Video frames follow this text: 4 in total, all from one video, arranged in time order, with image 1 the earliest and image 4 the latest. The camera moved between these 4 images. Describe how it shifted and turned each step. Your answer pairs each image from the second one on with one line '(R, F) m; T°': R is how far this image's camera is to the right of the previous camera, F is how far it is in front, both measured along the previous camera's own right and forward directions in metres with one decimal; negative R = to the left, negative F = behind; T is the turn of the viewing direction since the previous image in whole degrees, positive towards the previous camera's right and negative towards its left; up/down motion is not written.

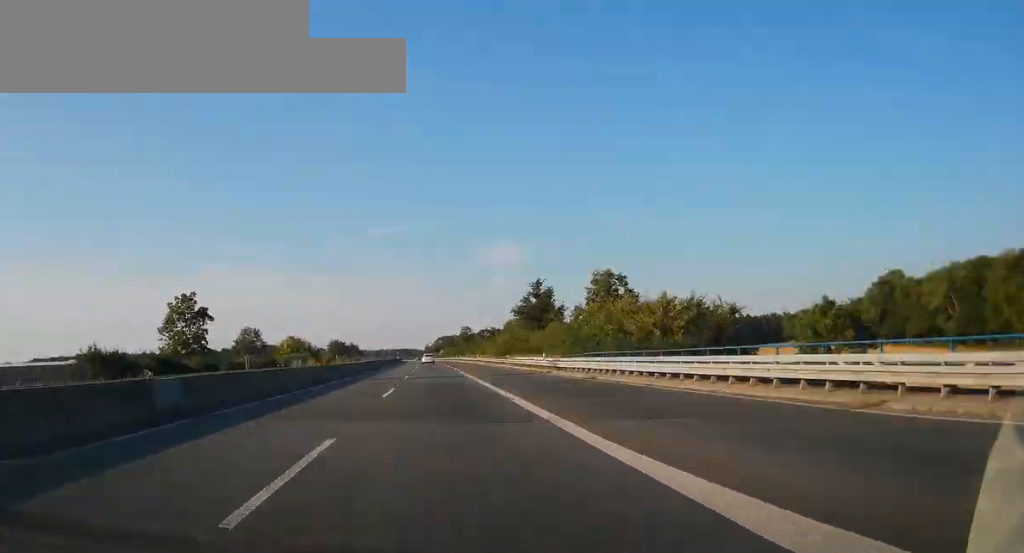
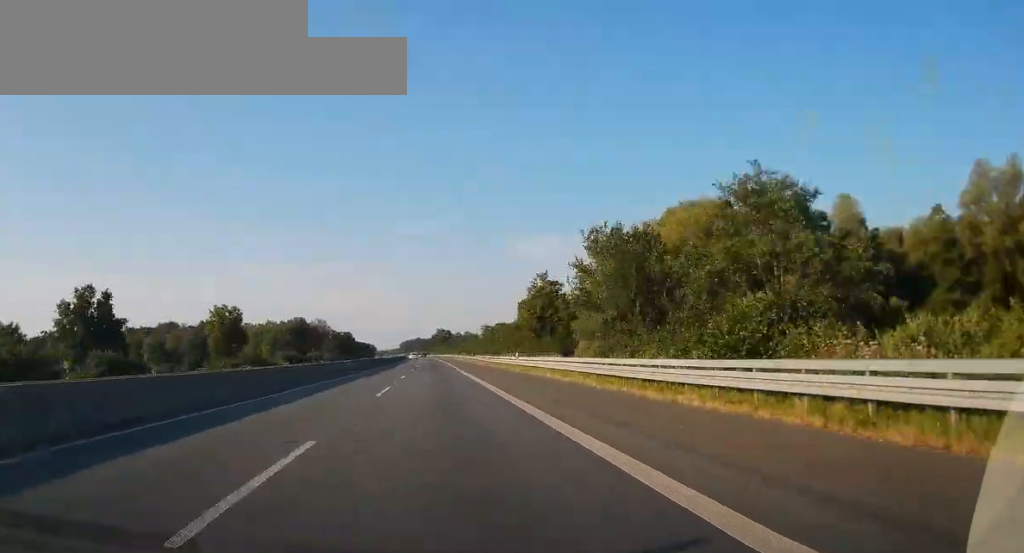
(-12.6, +399.1) m; -4°
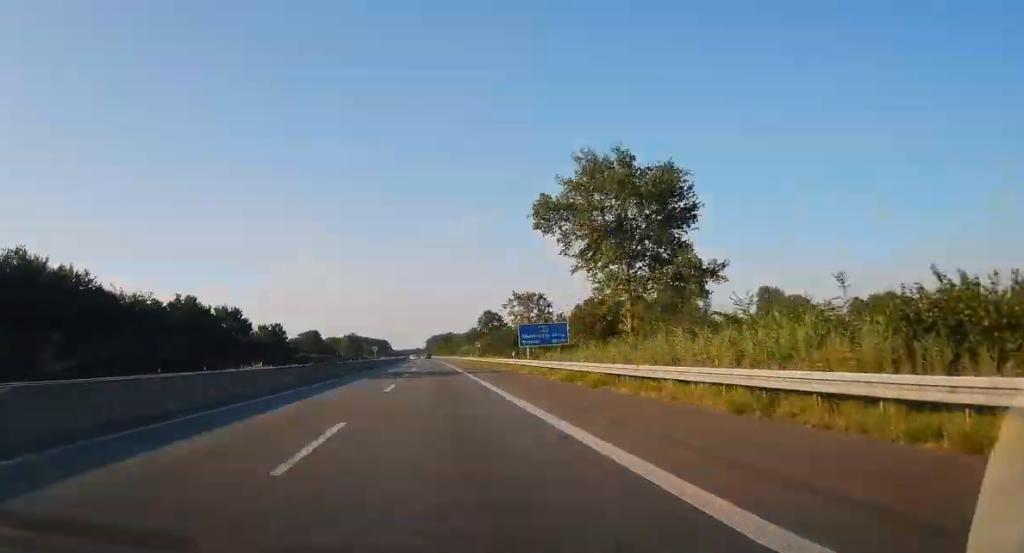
(-7.2, +302.1) m; -3°
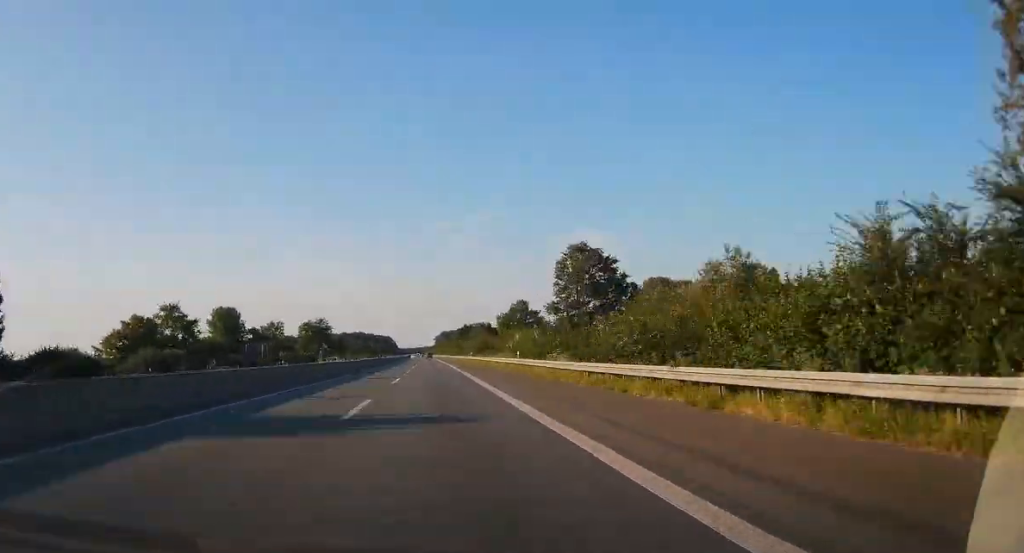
(-0.8, +102.5) m; -1°
